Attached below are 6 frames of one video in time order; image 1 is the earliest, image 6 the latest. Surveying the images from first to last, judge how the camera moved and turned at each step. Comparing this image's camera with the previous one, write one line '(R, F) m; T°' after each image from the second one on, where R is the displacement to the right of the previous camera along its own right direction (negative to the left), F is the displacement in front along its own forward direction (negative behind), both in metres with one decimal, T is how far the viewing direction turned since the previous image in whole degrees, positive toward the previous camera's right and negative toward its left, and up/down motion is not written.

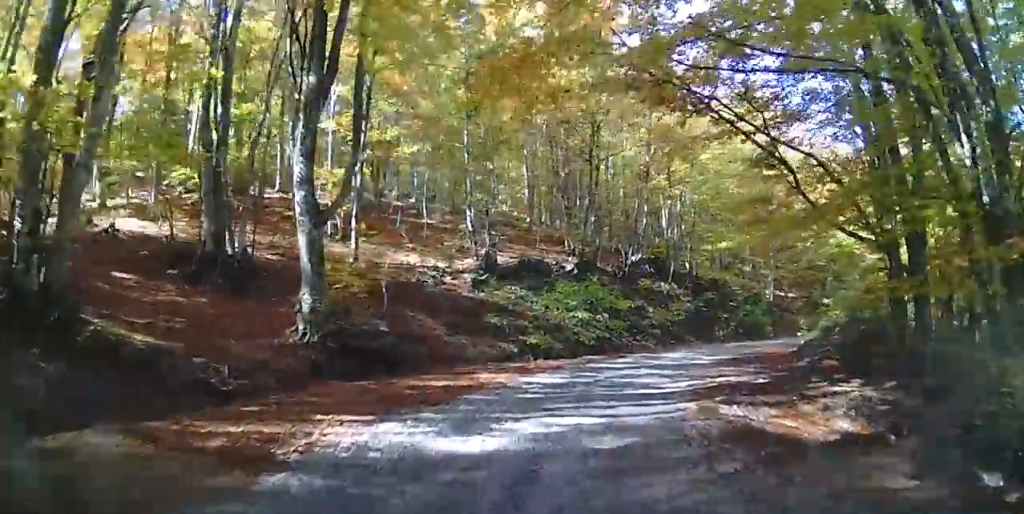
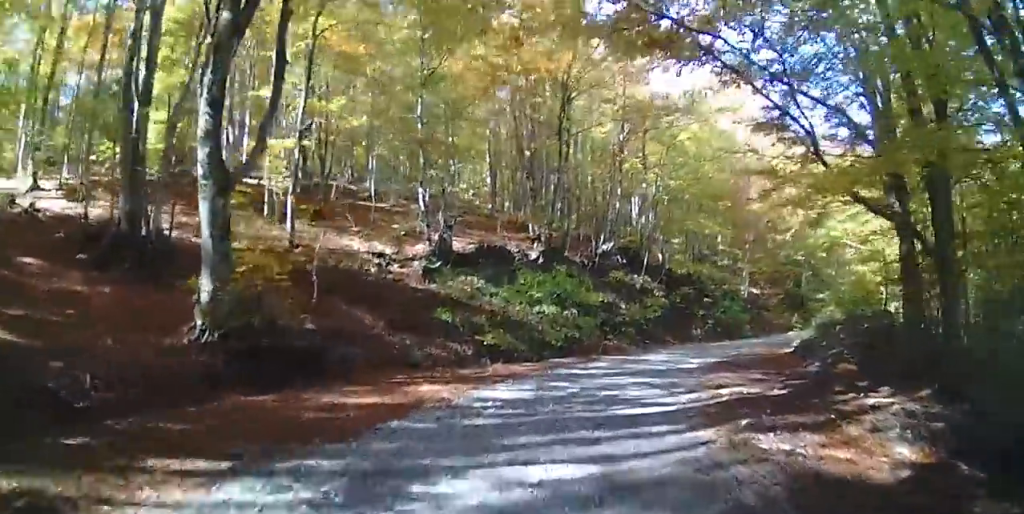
(+0.1, +2.5) m; -1°
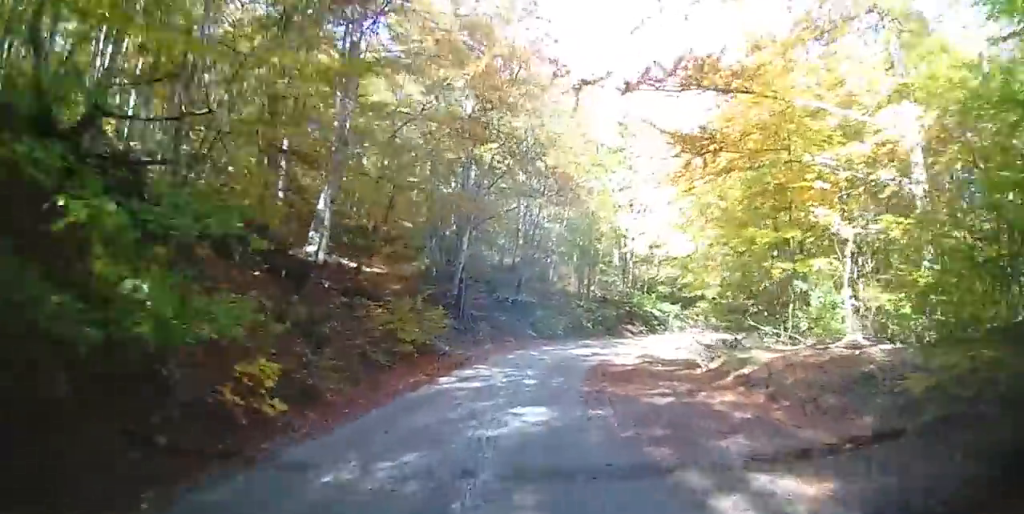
(+3.7, +23.2) m; +36°
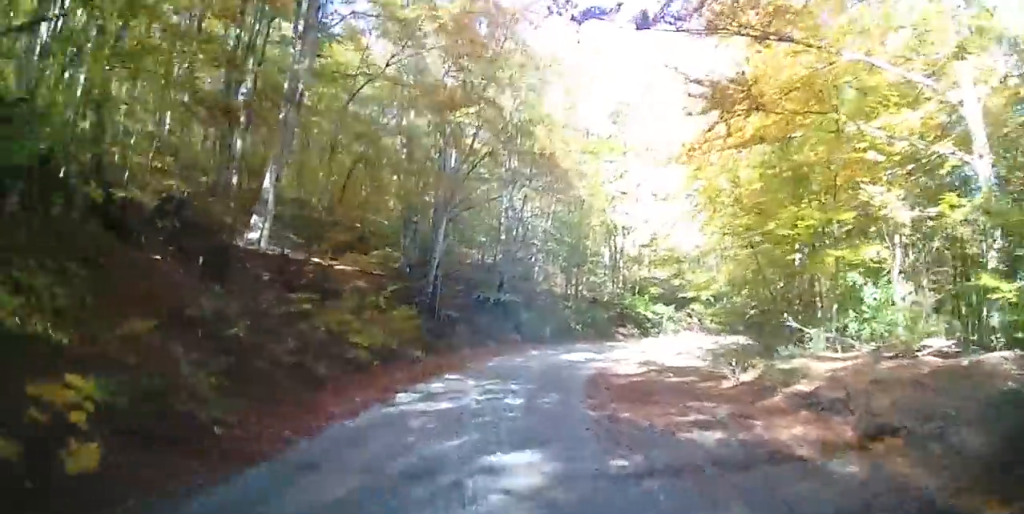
(+0.3, +2.5) m; +3°
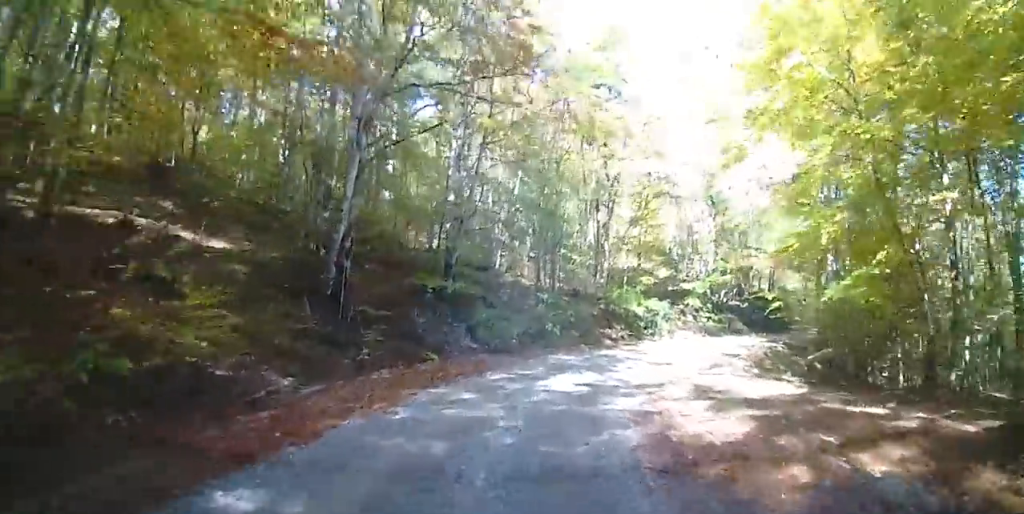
(+0.7, +7.9) m; +8°
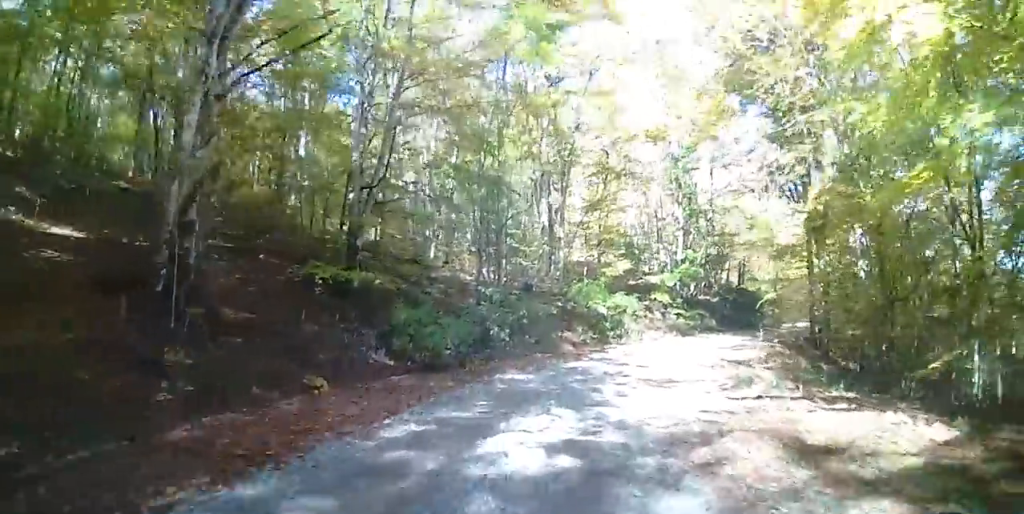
(+0.2, +5.5) m; +3°
